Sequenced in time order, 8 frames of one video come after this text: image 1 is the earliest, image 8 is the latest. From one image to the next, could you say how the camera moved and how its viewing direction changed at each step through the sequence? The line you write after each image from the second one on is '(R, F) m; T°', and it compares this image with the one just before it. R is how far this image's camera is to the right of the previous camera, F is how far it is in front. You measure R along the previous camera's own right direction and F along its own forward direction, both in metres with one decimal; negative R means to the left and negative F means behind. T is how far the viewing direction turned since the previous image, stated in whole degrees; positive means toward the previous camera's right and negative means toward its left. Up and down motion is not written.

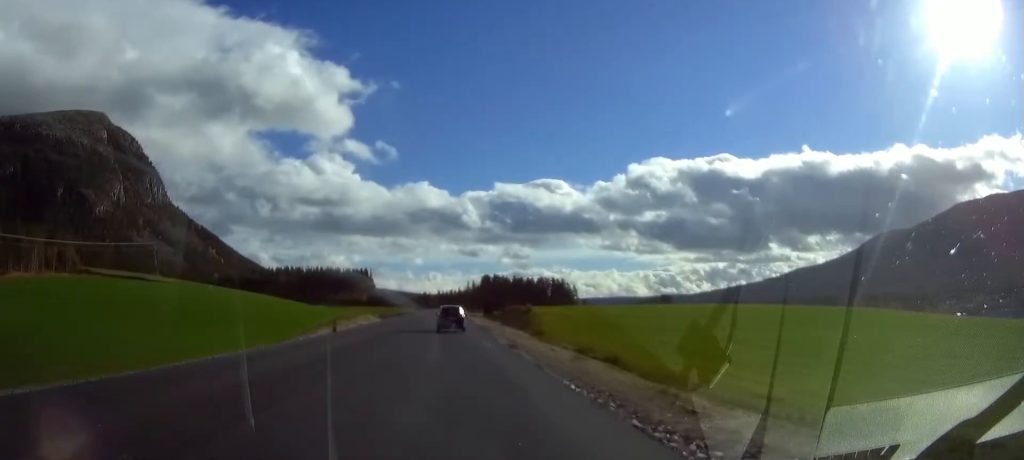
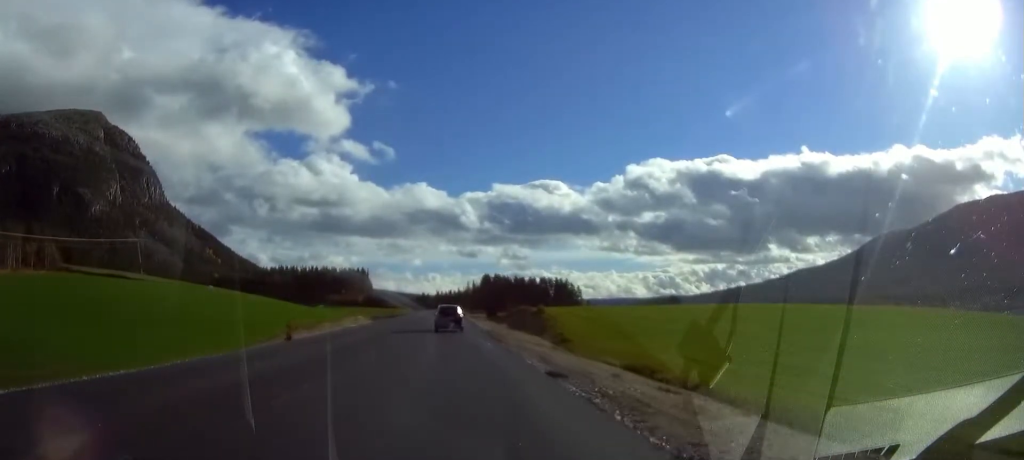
(-0.2, +12.5) m; -1°
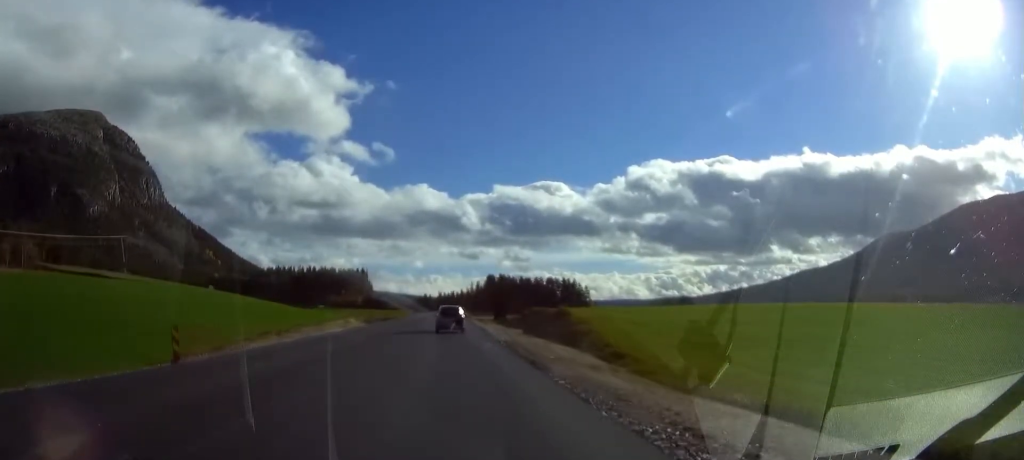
(-0.1, +13.8) m; 0°
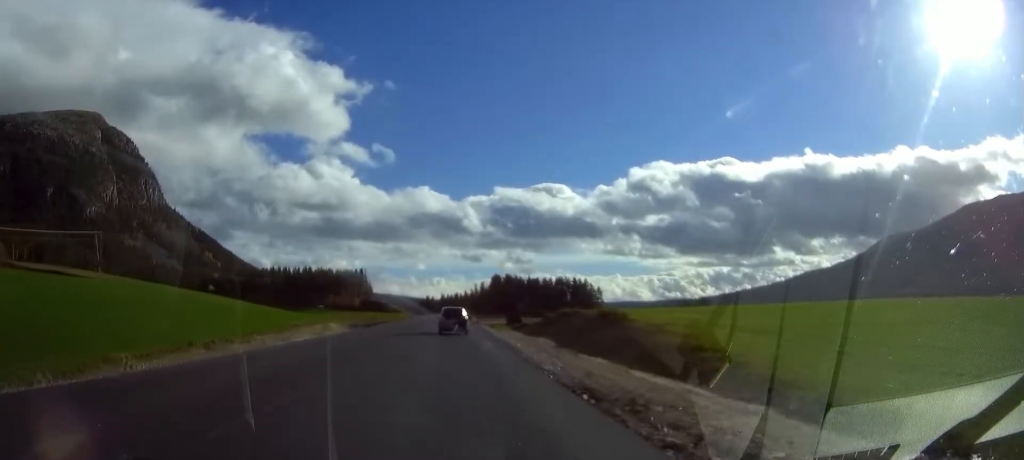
(-0.1, +19.0) m; 0°
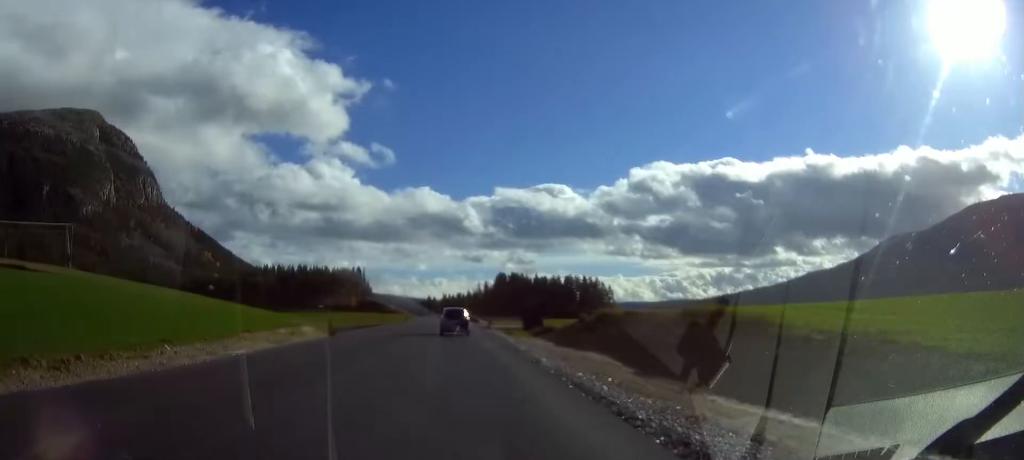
(0.0, +18.0) m; 0°
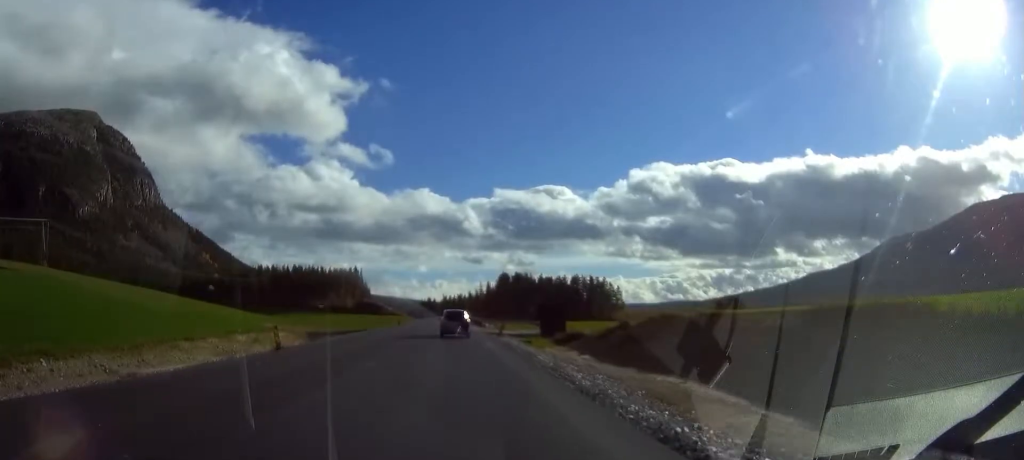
(-0.1, +12.8) m; 0°
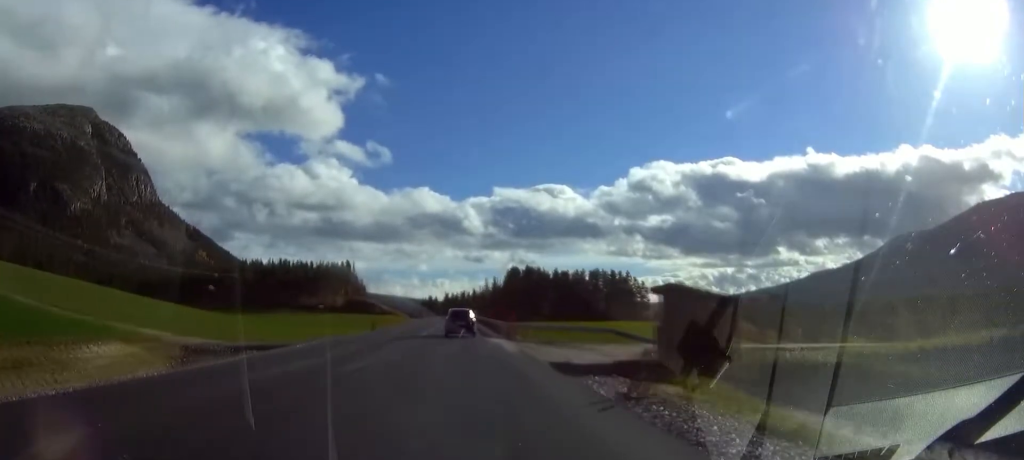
(+0.1, +31.6) m; 0°
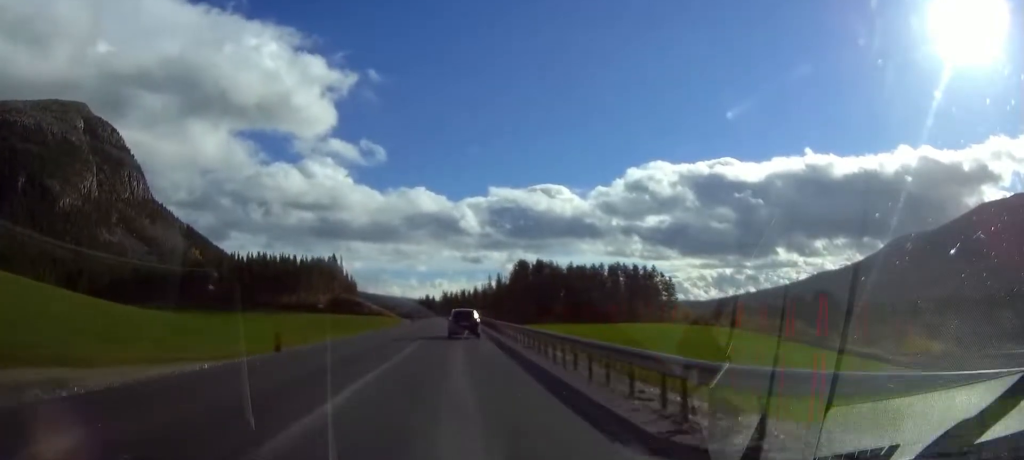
(+0.1, +30.9) m; 0°
